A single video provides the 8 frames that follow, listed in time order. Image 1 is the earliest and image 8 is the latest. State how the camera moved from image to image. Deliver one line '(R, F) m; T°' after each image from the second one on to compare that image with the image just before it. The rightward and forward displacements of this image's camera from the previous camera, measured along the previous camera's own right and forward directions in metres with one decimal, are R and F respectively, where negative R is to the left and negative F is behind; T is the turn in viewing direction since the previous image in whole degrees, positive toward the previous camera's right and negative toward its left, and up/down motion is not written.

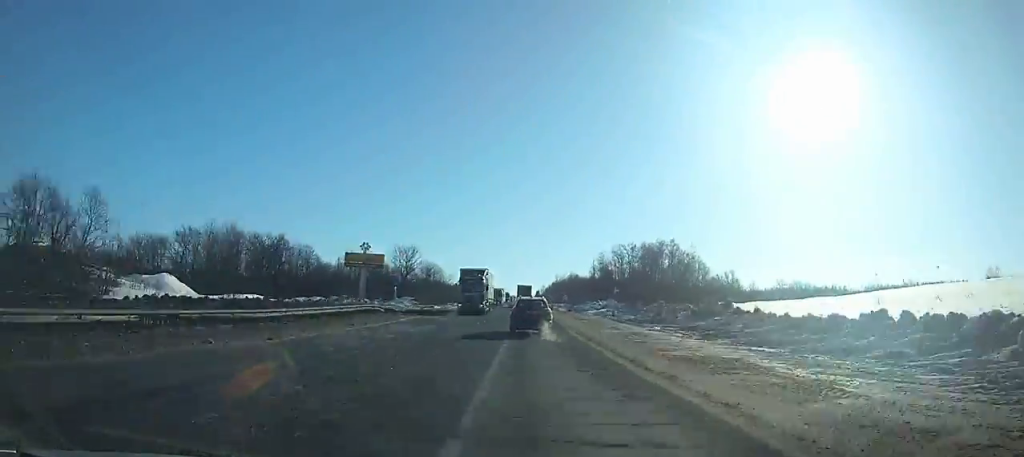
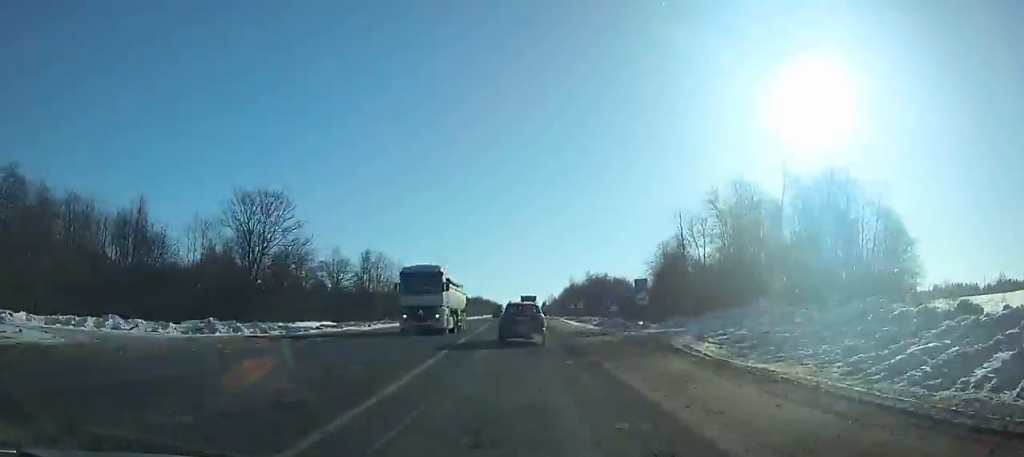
(+0.3, +76.7) m; 0°
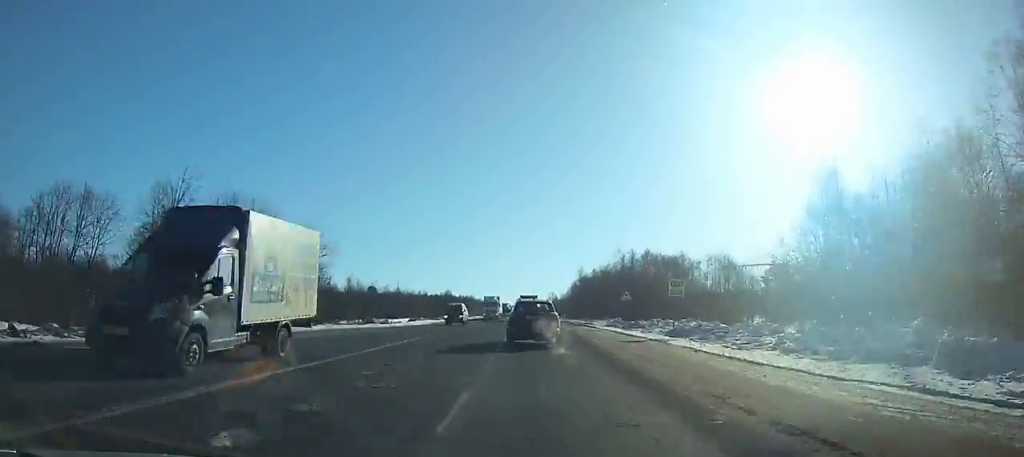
(0.0, +60.5) m; 0°
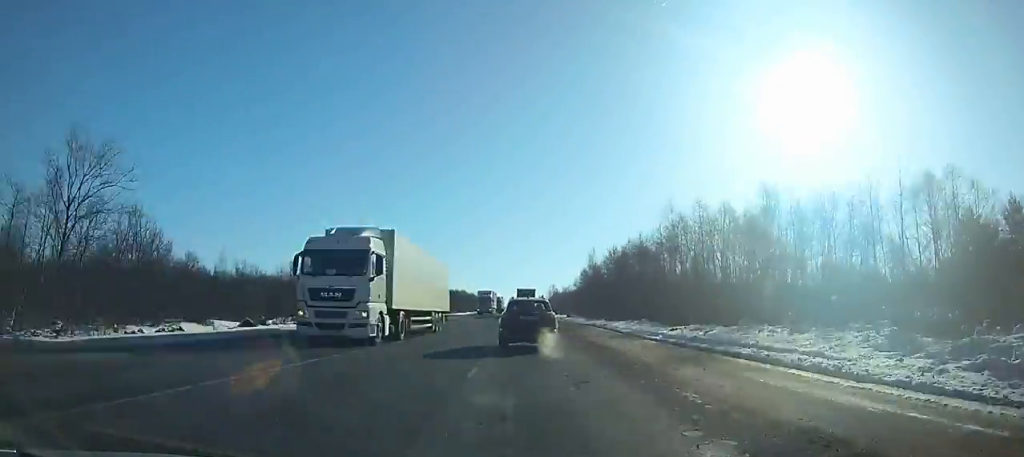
(0.0, +43.1) m; 0°
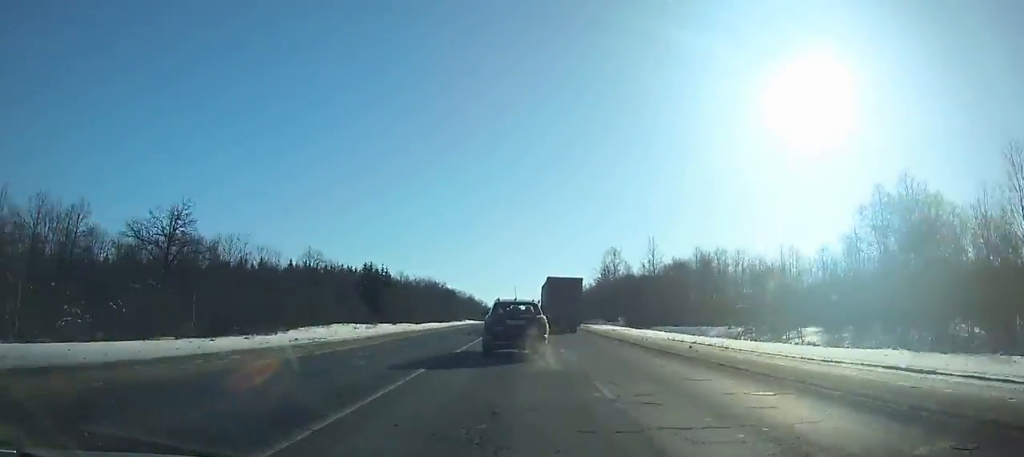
(0.0, +193.8) m; 0°
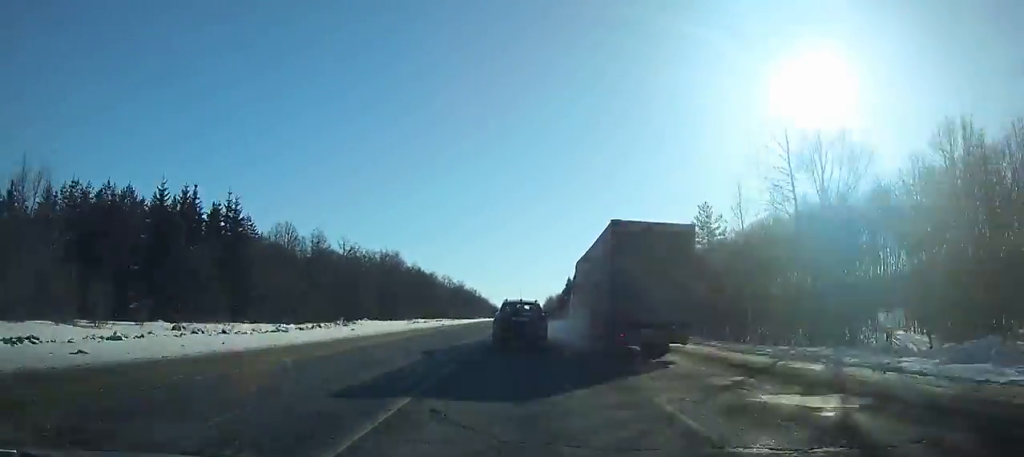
(-0.2, +86.7) m; 0°
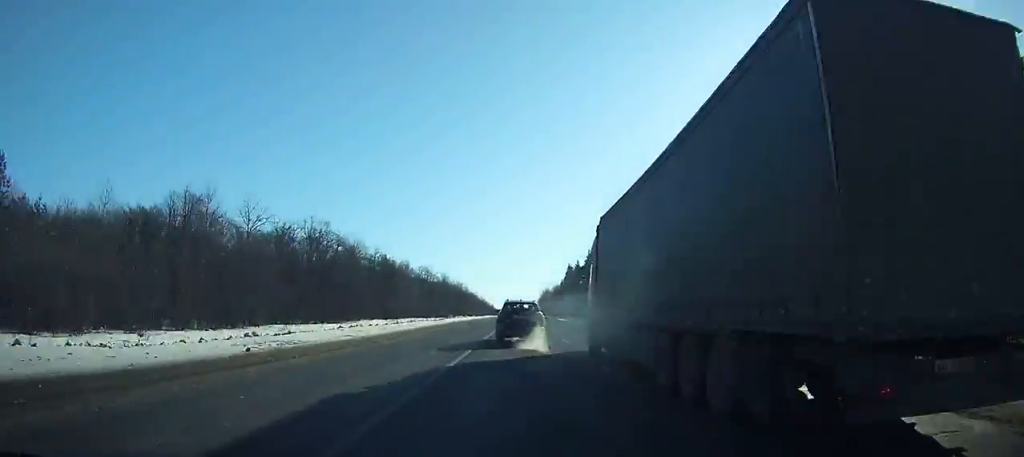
(+0.2, +40.7) m; 0°
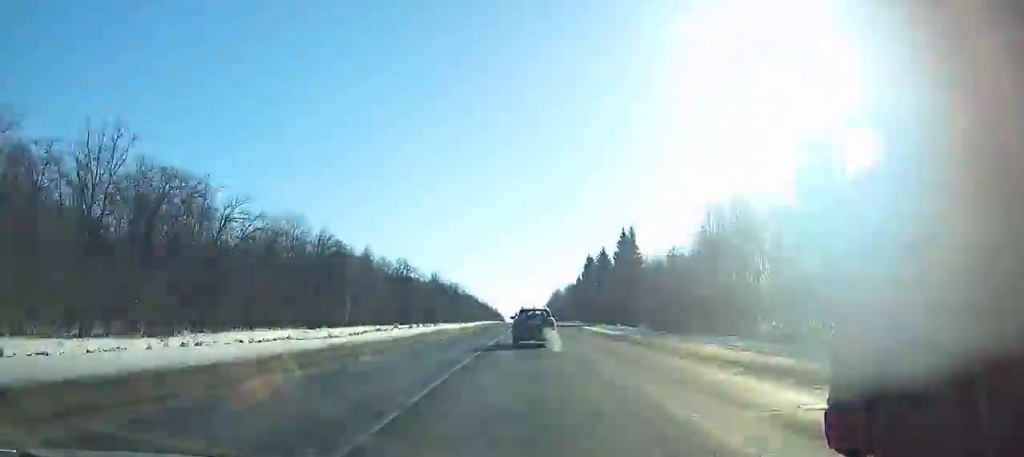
(+0.1, +48.5) m; 0°
